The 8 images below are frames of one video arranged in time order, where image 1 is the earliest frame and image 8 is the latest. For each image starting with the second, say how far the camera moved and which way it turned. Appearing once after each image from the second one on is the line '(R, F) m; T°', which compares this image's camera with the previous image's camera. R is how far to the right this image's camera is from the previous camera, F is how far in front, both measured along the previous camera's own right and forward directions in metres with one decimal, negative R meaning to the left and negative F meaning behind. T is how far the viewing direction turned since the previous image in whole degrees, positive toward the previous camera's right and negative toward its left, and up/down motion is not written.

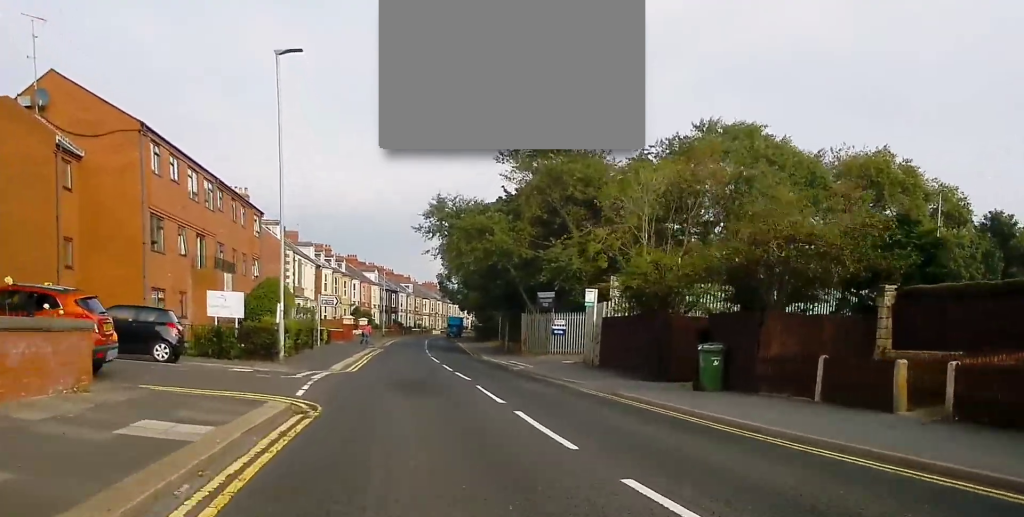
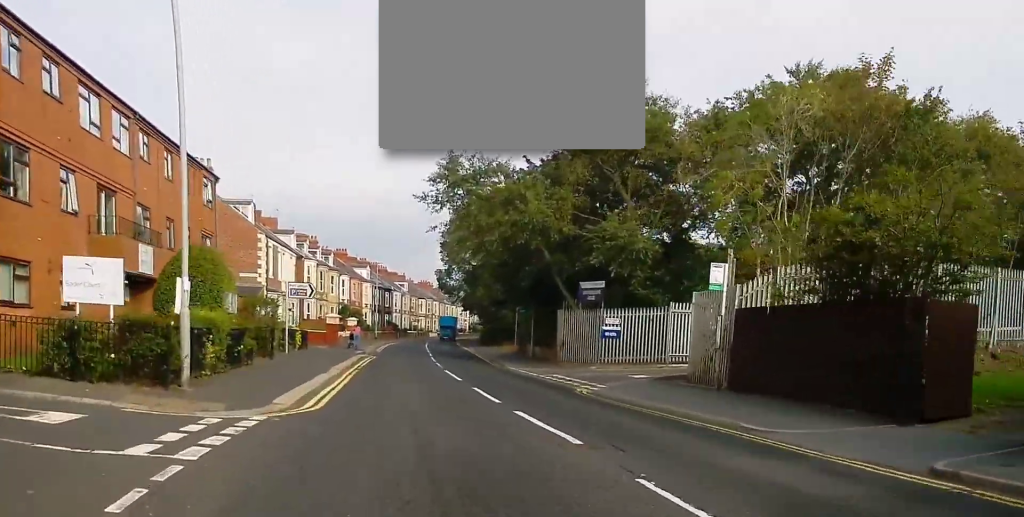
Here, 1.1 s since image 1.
(0.0, +11.8) m; +1°
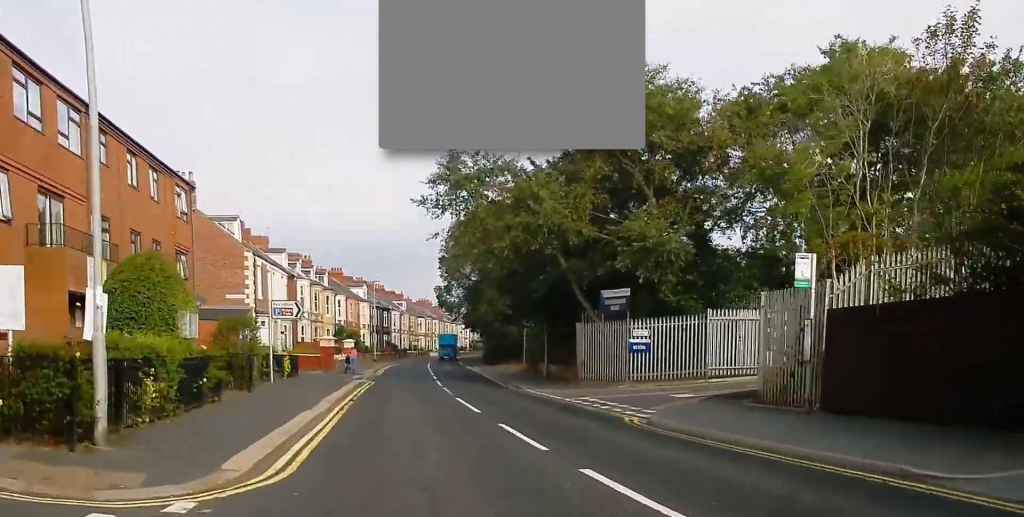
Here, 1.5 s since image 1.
(+0.1, +4.2) m; 0°
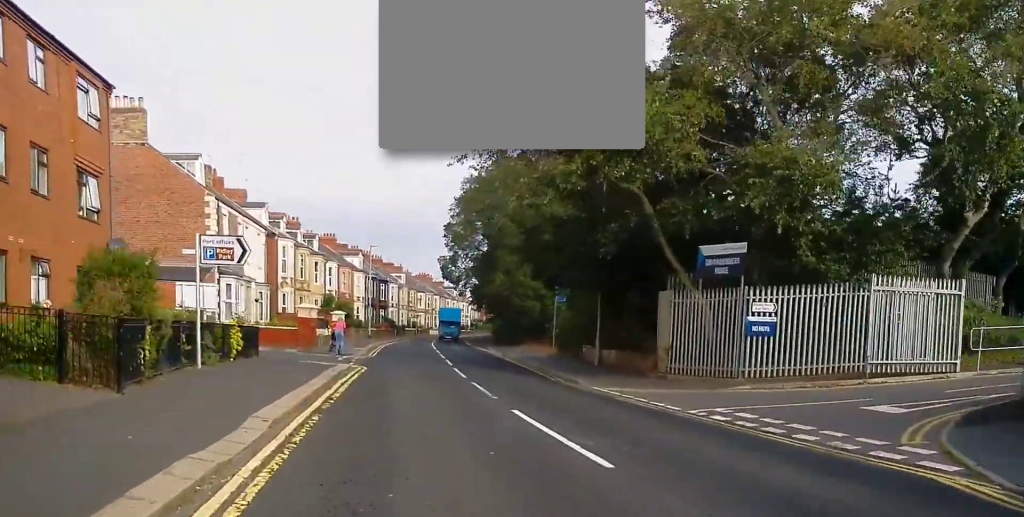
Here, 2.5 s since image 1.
(-0.1, +10.4) m; -1°
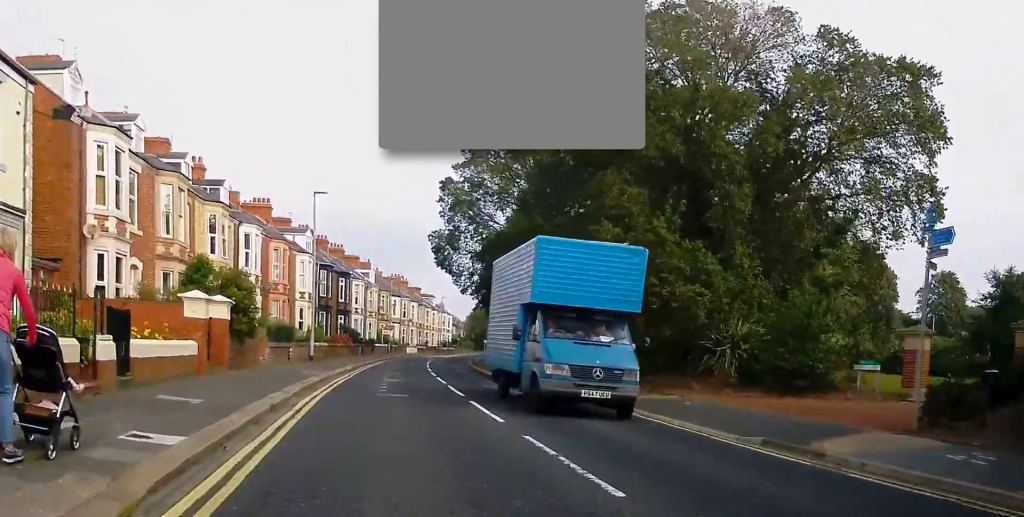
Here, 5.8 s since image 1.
(+0.9, +33.1) m; +3°
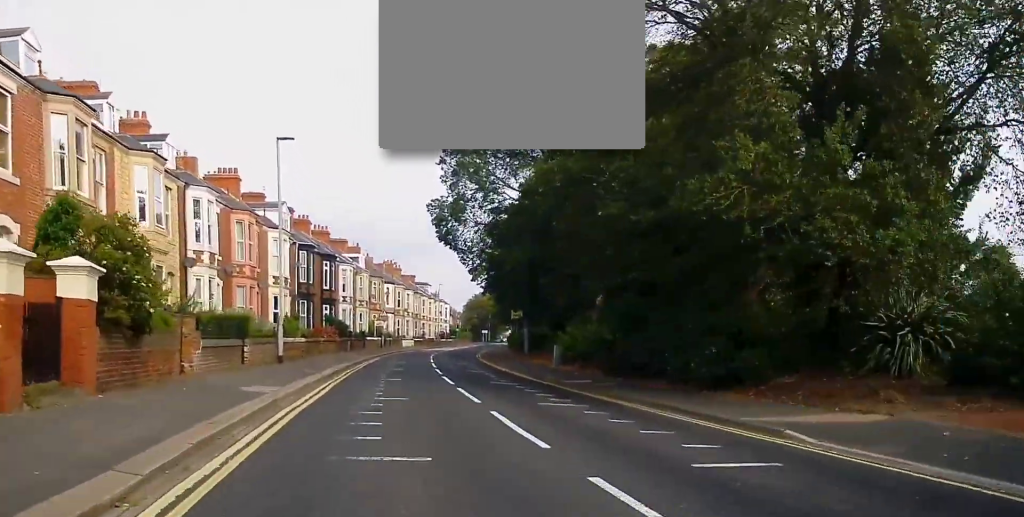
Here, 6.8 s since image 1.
(-0.1, +9.9) m; 0°
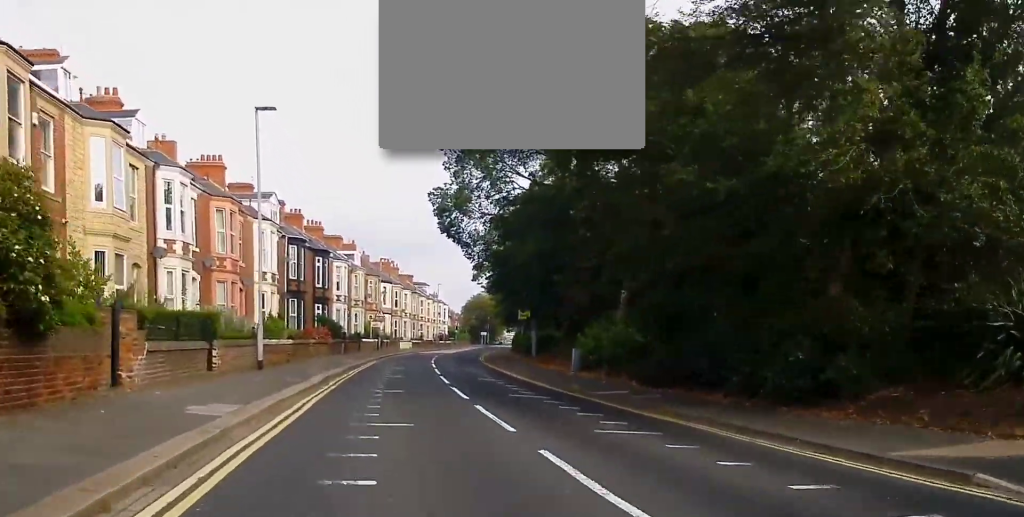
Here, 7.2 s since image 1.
(0.0, +4.2) m; +1°
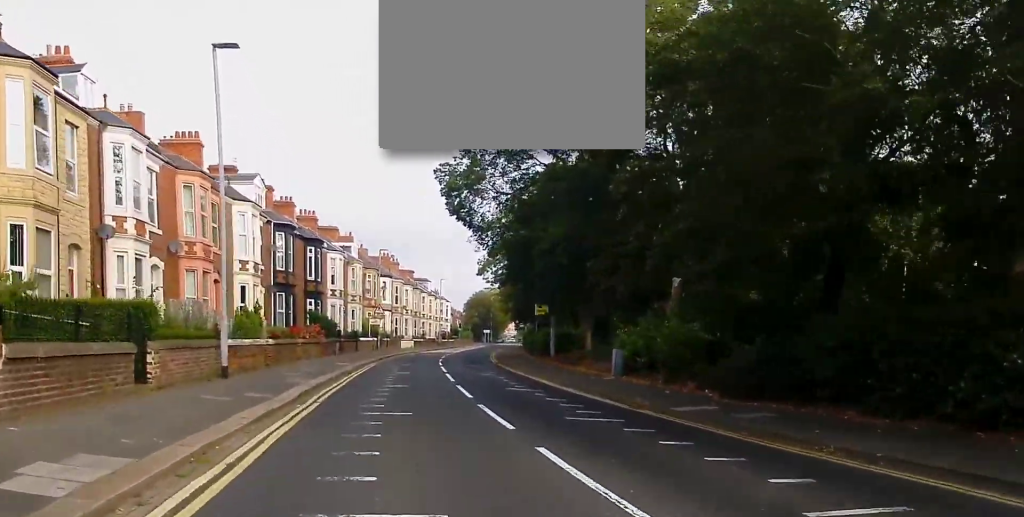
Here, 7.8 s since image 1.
(+0.1, +5.7) m; +1°
